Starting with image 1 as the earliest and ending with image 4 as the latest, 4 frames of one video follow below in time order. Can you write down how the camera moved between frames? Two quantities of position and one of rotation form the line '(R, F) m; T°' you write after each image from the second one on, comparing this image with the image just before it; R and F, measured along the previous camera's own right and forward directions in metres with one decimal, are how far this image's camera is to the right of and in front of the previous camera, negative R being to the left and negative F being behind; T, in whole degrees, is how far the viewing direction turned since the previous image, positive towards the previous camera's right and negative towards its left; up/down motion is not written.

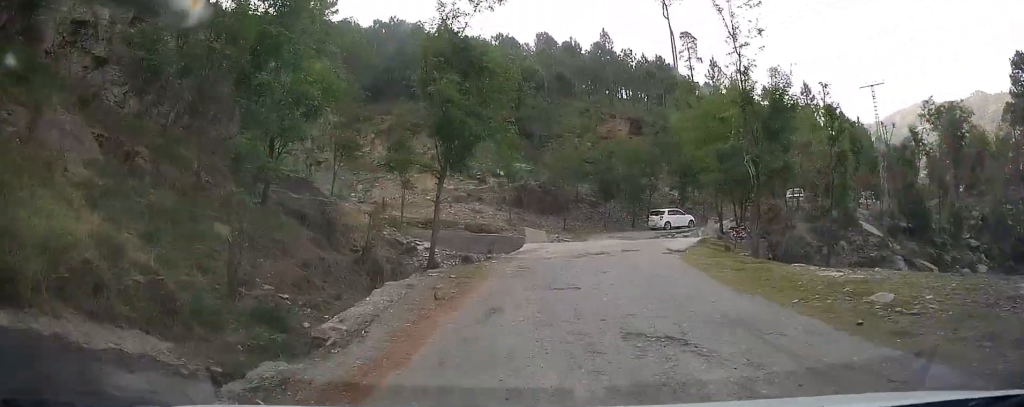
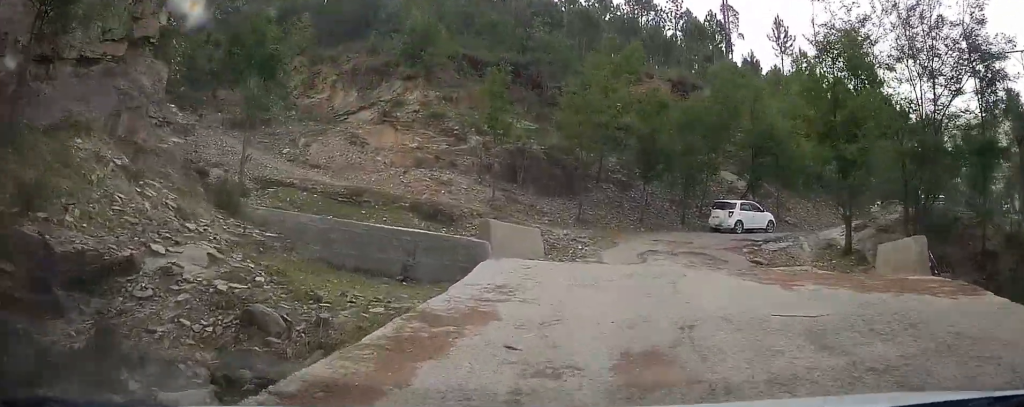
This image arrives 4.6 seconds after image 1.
(-0.1, +17.2) m; -4°
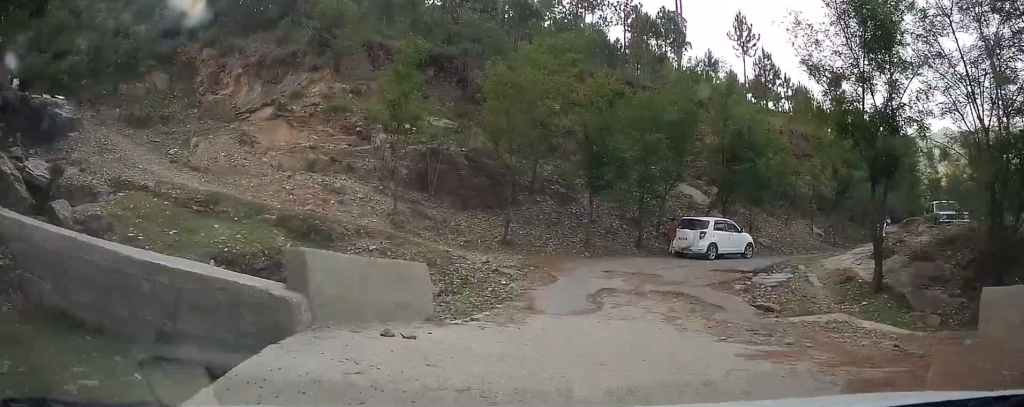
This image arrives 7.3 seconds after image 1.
(-0.3, +7.6) m; +4°
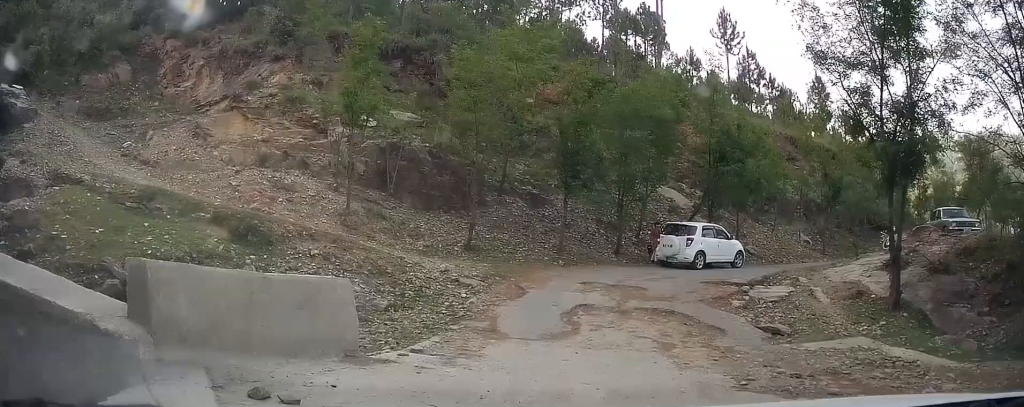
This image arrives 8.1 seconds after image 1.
(-0.3, +2.2) m; +5°
